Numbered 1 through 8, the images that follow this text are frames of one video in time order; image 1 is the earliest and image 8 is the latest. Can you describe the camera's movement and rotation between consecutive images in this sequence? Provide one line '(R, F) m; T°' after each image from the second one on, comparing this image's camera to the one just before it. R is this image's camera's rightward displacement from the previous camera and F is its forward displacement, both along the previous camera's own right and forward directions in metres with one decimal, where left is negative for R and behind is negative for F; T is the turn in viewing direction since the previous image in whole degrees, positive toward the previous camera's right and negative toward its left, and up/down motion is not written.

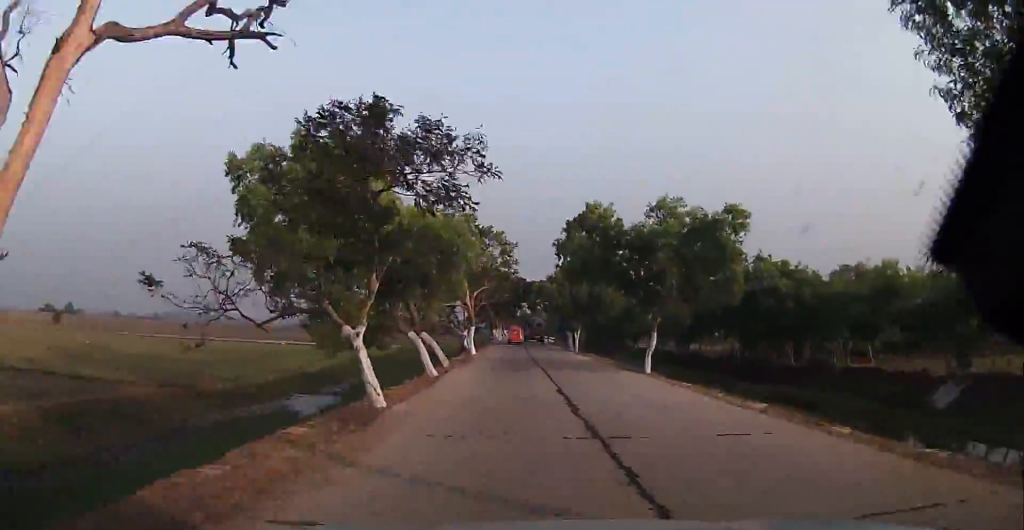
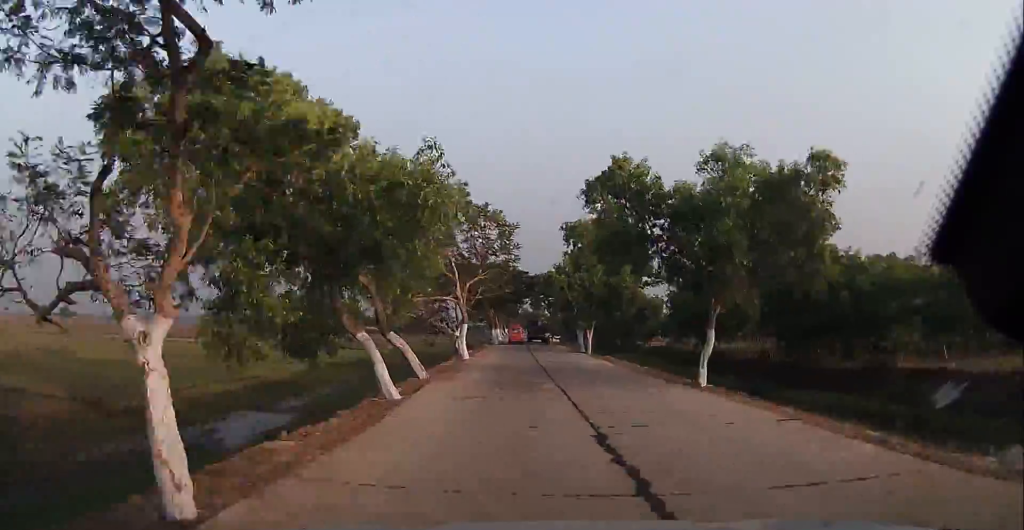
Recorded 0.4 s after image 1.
(+0.2, +7.8) m; 0°
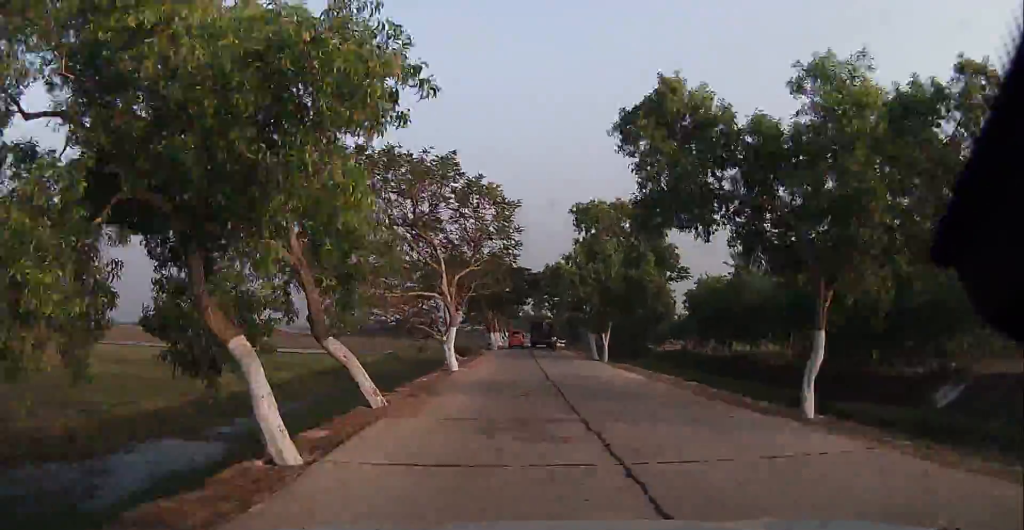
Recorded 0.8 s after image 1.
(-0.2, +7.2) m; 0°
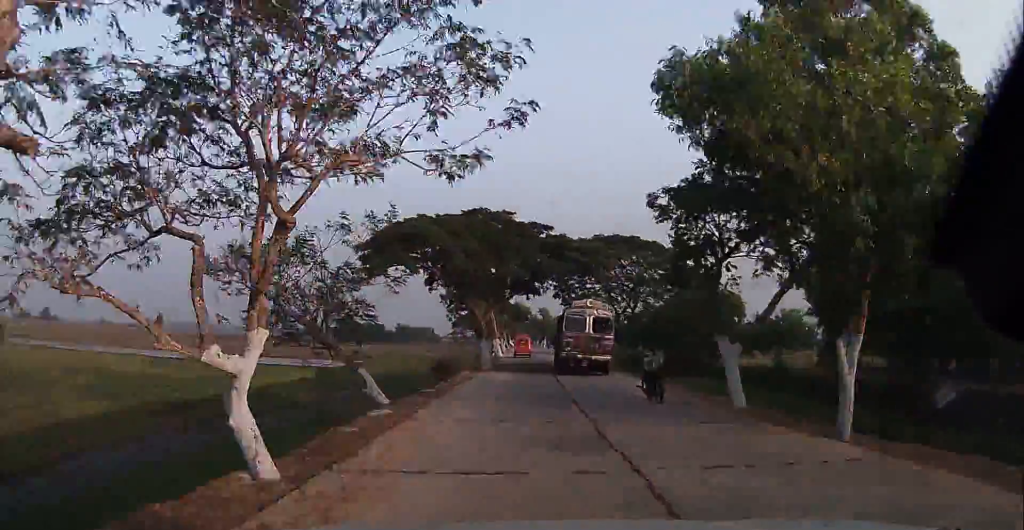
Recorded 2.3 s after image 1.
(+0.2, +26.7) m; 0°
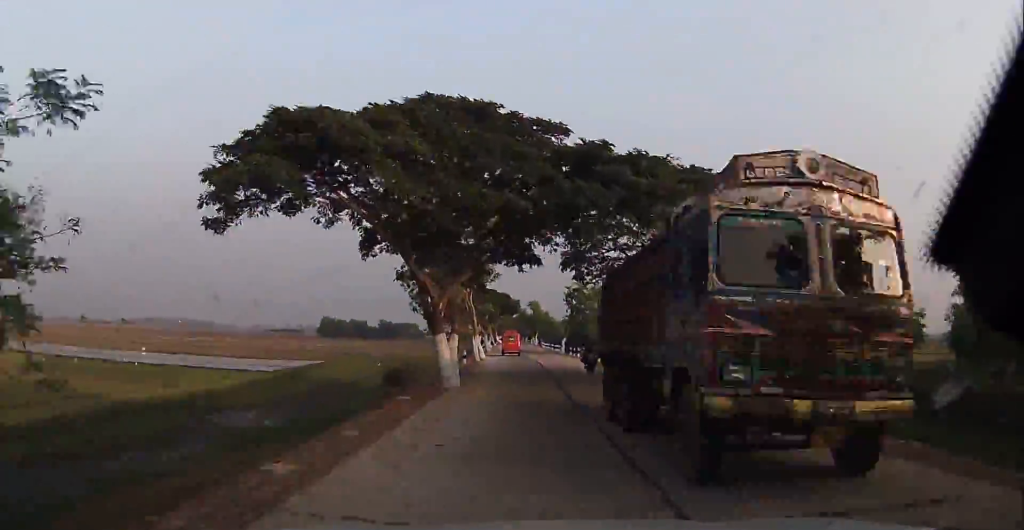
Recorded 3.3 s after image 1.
(-0.4, +16.3) m; +1°
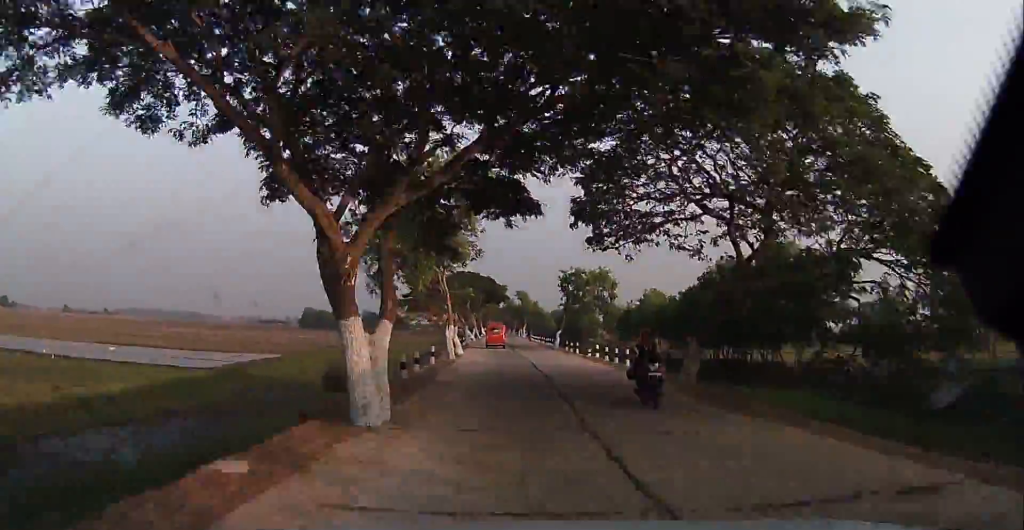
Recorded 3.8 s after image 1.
(+0.2, +10.0) m; +1°
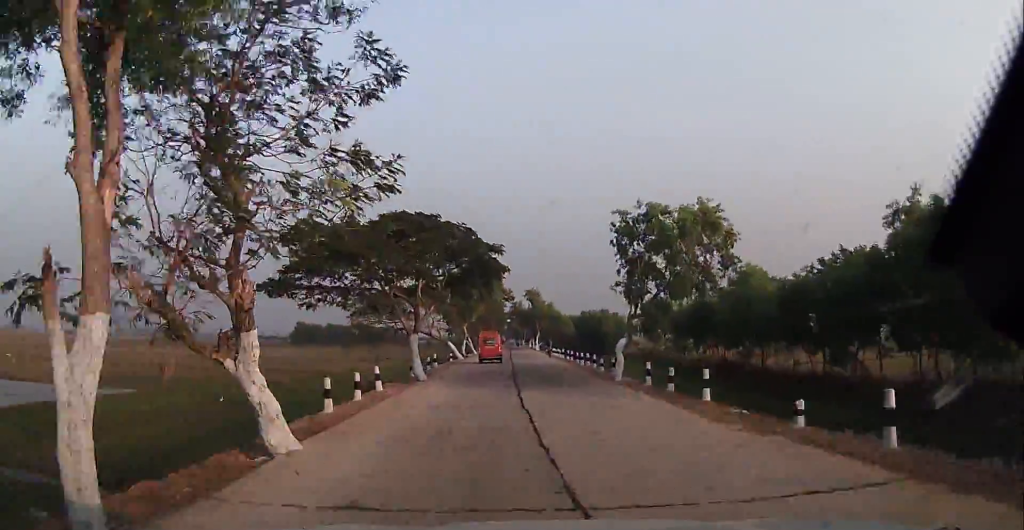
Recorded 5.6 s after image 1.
(+0.2, +31.3) m; 0°
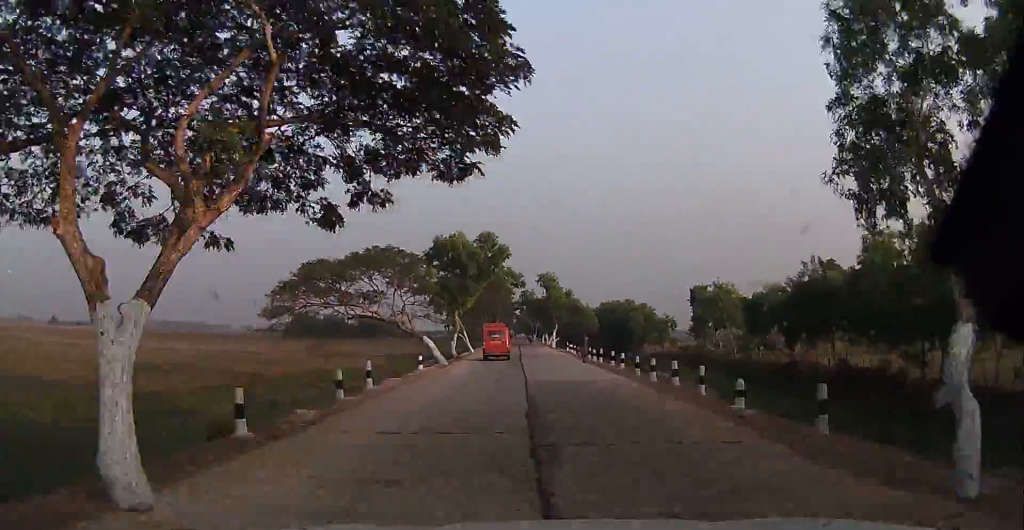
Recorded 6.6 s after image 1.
(+0.1, +19.7) m; 0°
